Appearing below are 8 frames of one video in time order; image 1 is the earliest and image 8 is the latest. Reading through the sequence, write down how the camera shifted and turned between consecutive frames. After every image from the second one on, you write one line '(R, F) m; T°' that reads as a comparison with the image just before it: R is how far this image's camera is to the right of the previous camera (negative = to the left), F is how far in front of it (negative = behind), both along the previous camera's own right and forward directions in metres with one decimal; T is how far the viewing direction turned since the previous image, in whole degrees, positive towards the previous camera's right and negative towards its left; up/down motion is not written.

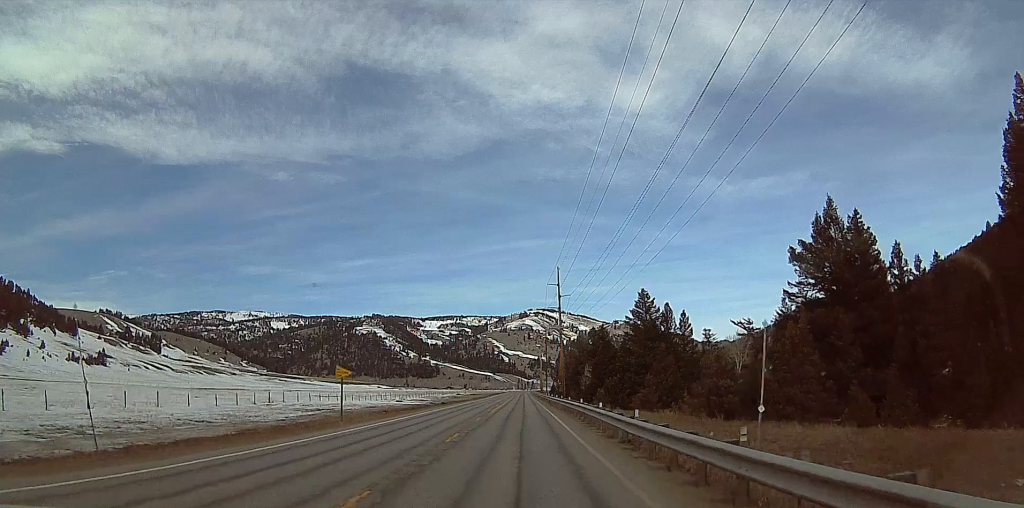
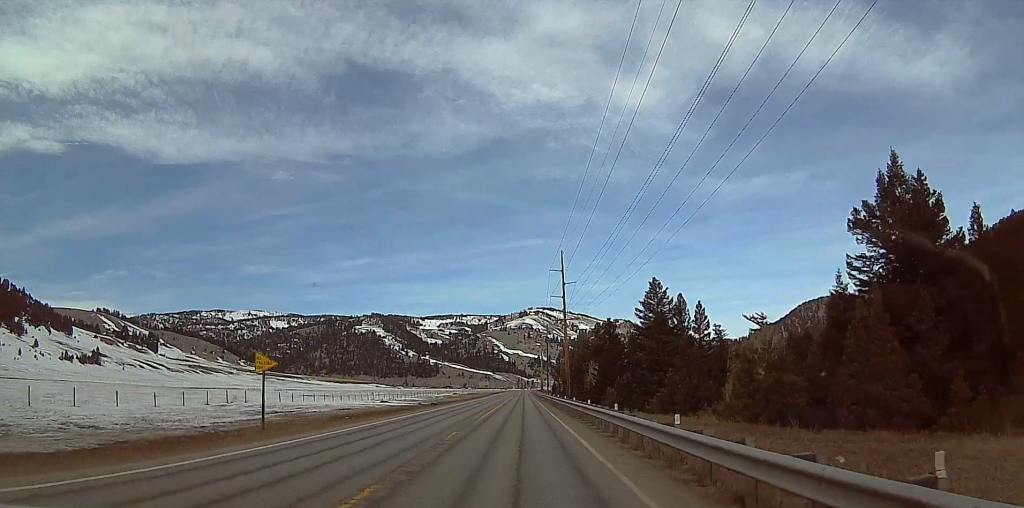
(+0.1, +11.8) m; +1°
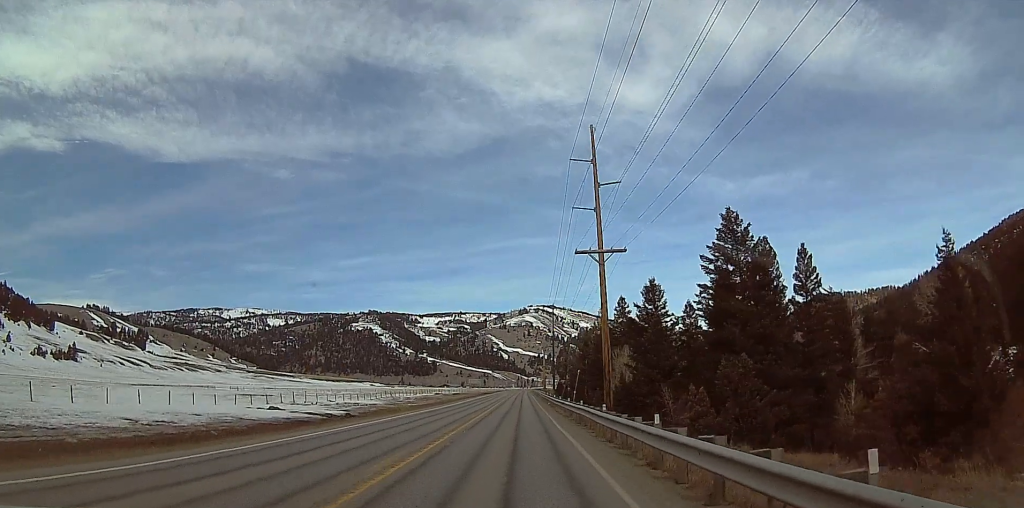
(+1.5, +45.9) m; +1°
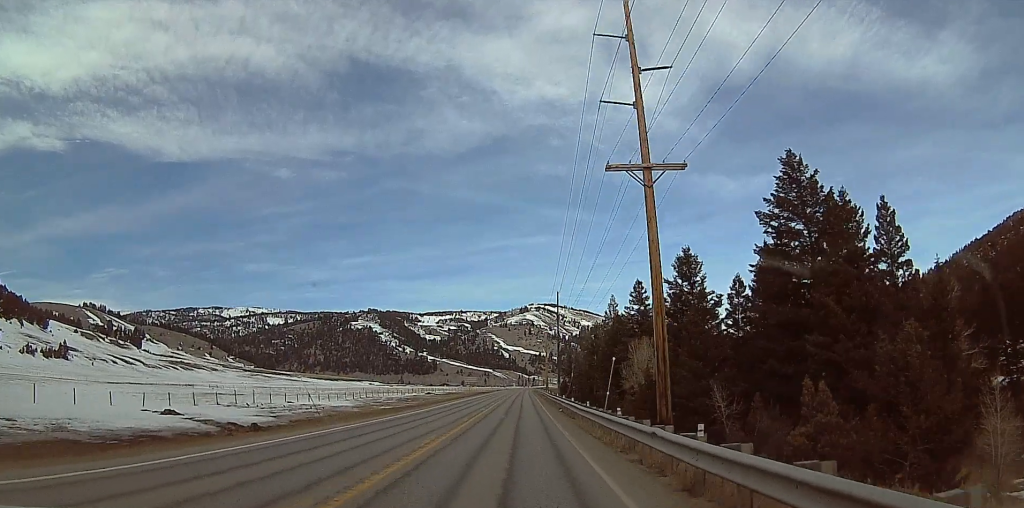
(-0.6, +18.2) m; -2°
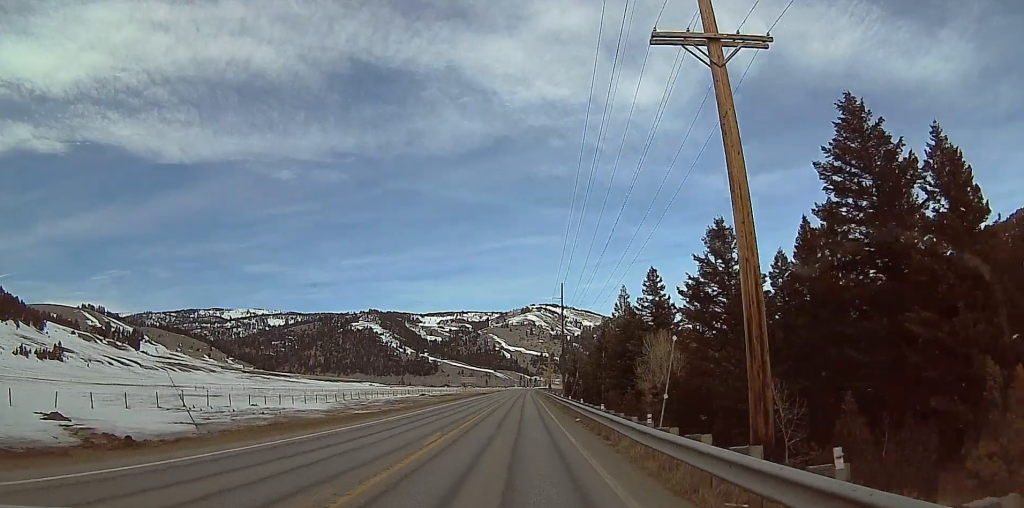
(-0.1, +11.5) m; +1°
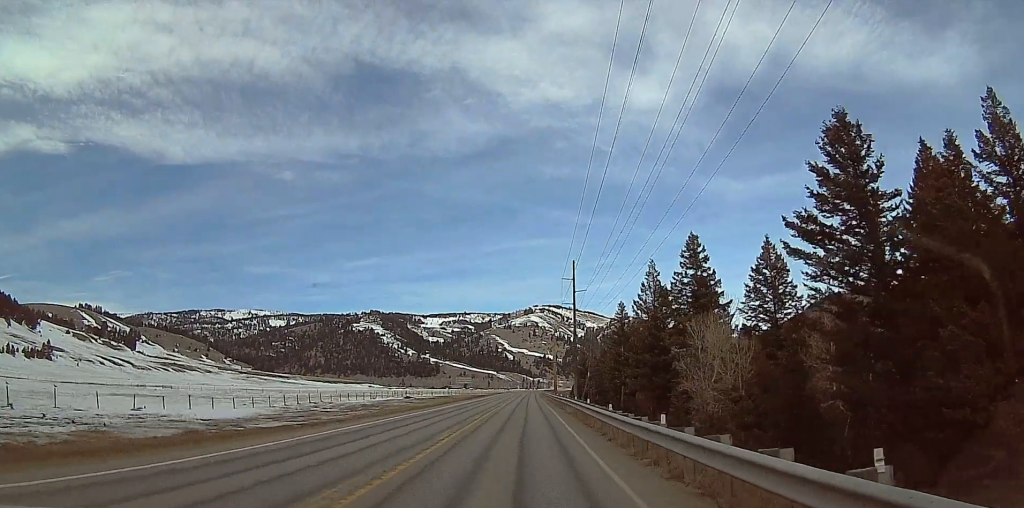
(+0.5, +22.8) m; +1°
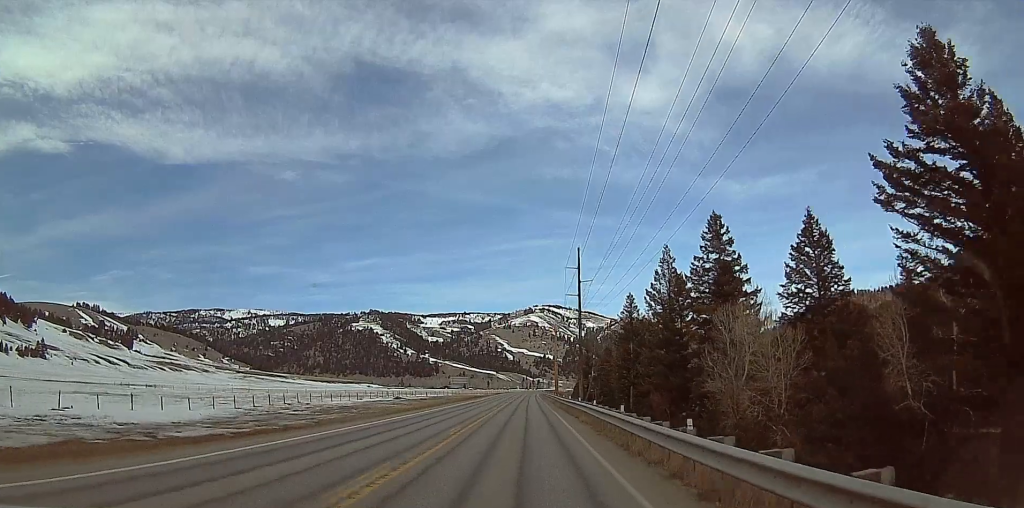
(+0.1, +9.3) m; 0°
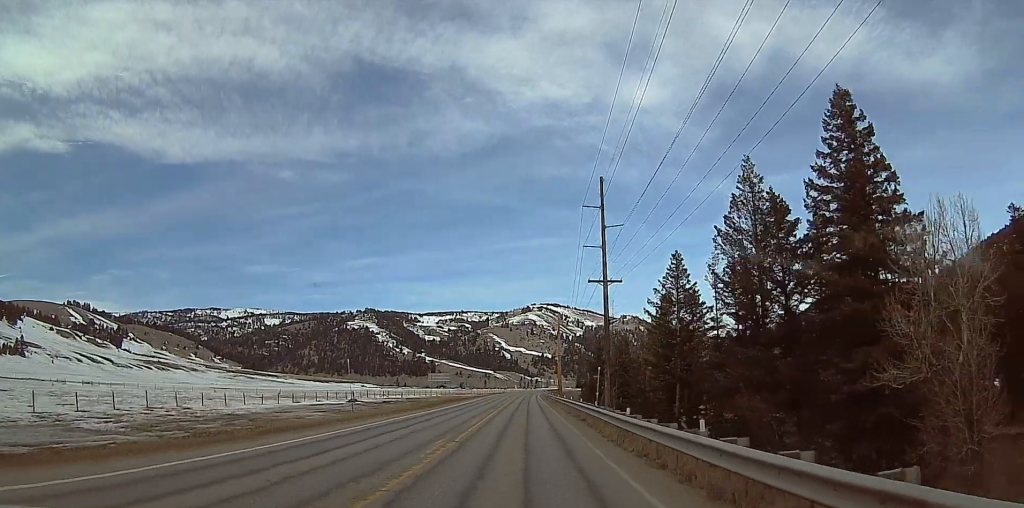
(-0.9, +30.2) m; -2°
